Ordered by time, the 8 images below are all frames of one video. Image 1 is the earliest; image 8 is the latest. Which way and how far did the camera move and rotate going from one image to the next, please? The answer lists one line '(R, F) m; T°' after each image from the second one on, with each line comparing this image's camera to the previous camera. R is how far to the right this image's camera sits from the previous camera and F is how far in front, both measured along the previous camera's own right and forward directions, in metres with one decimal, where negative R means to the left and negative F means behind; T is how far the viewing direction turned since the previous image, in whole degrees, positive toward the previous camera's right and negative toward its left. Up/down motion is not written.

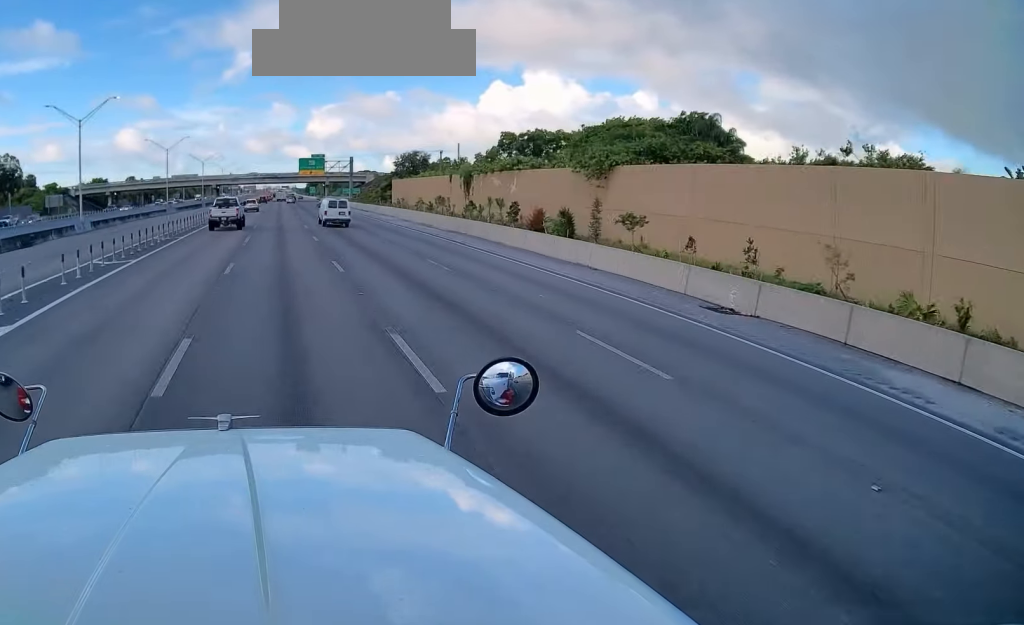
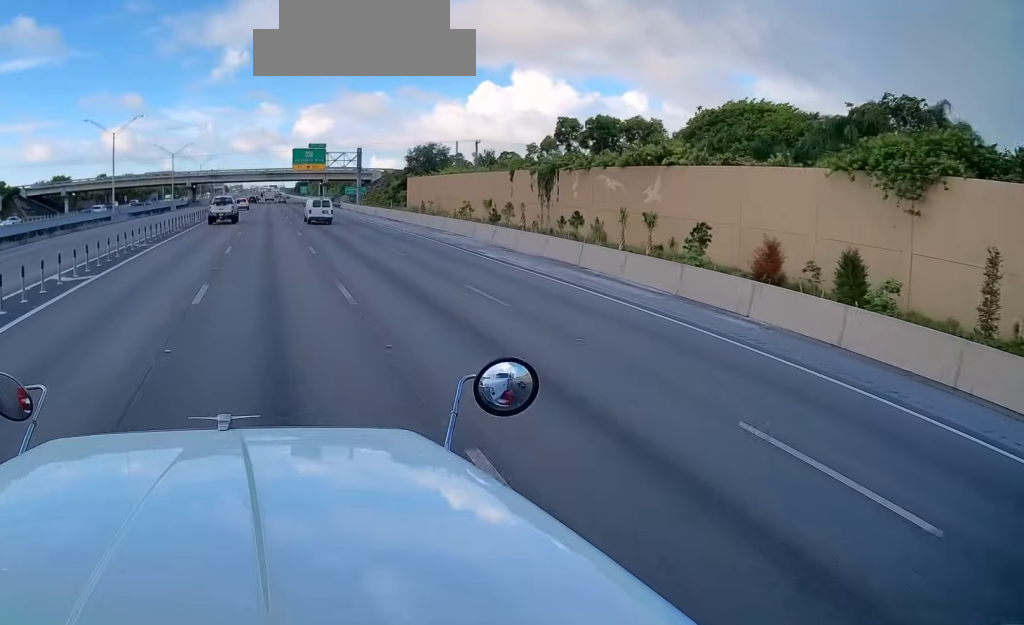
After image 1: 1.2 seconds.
(0.0, +33.7) m; 0°
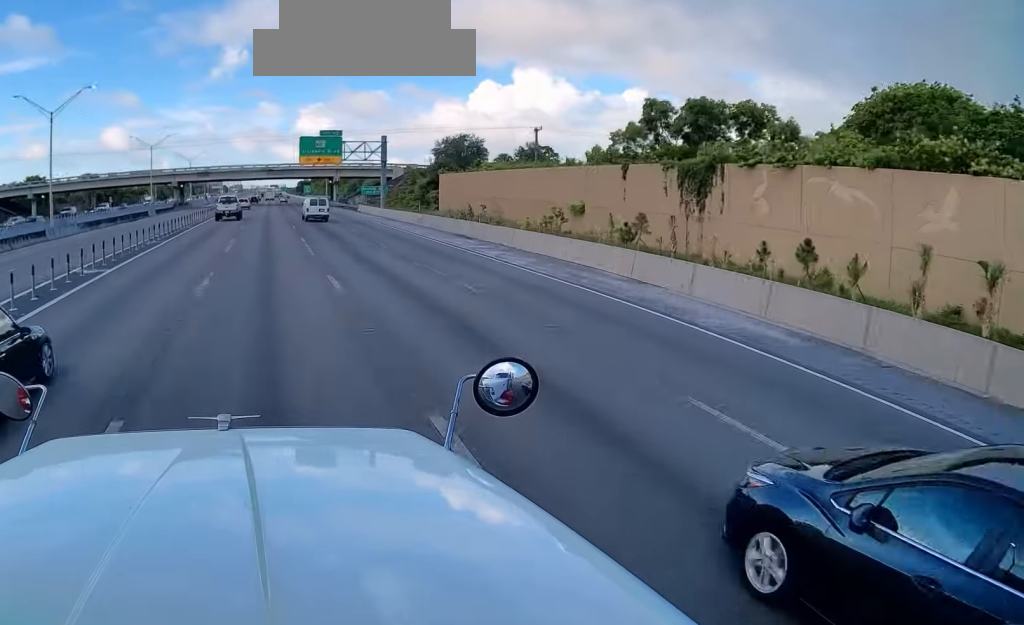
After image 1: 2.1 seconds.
(+0.1, +25.1) m; 0°
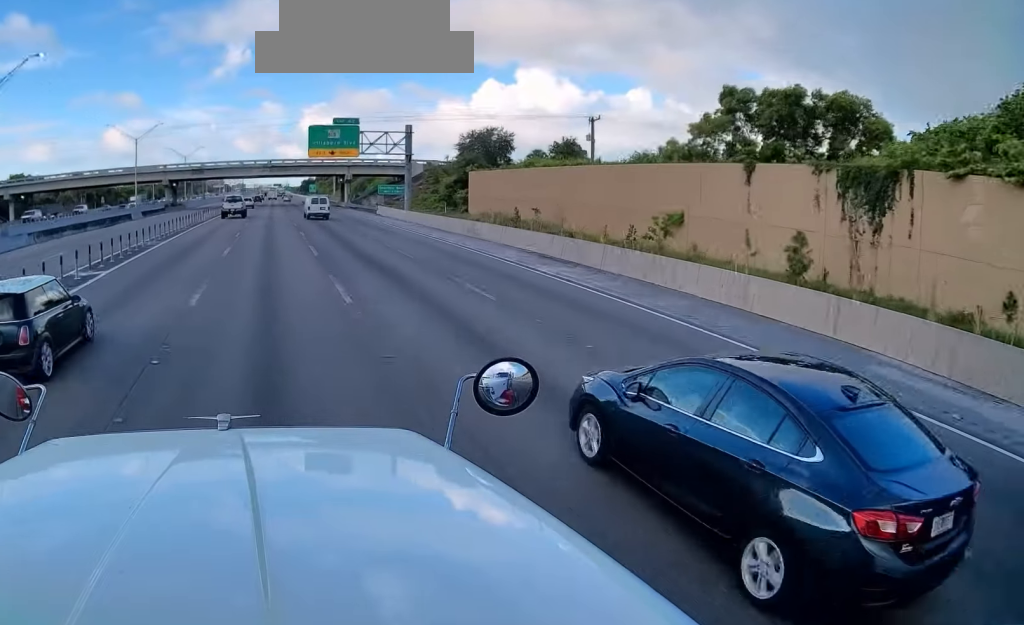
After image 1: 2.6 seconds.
(0.0, +13.9) m; 0°
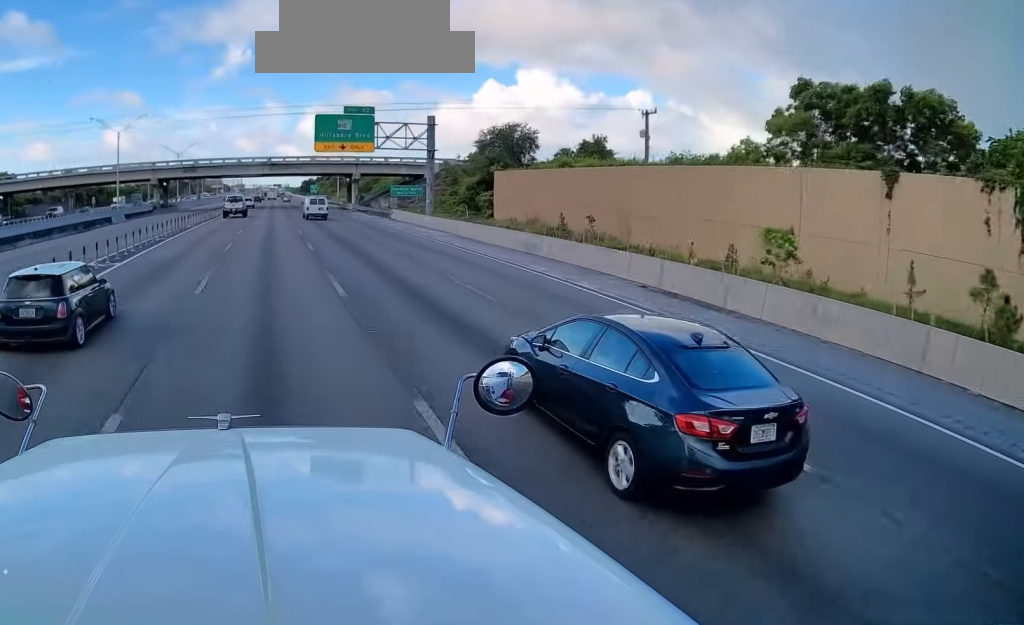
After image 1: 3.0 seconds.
(0.0, +11.2) m; 0°
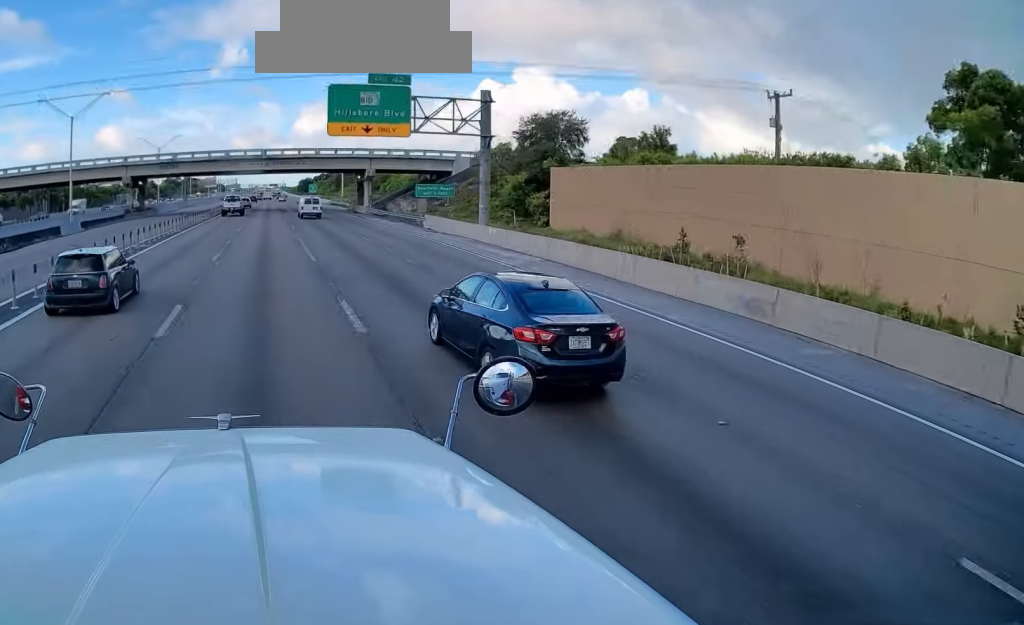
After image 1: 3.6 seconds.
(+0.1, +18.3) m; 0°
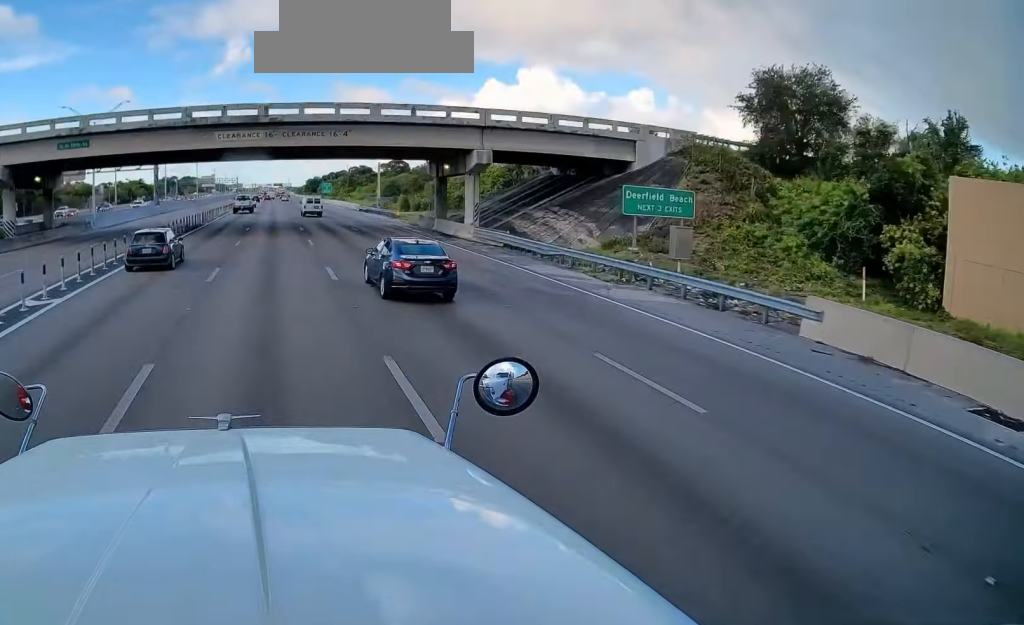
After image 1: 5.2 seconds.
(+0.3, +42.8) m; 0°
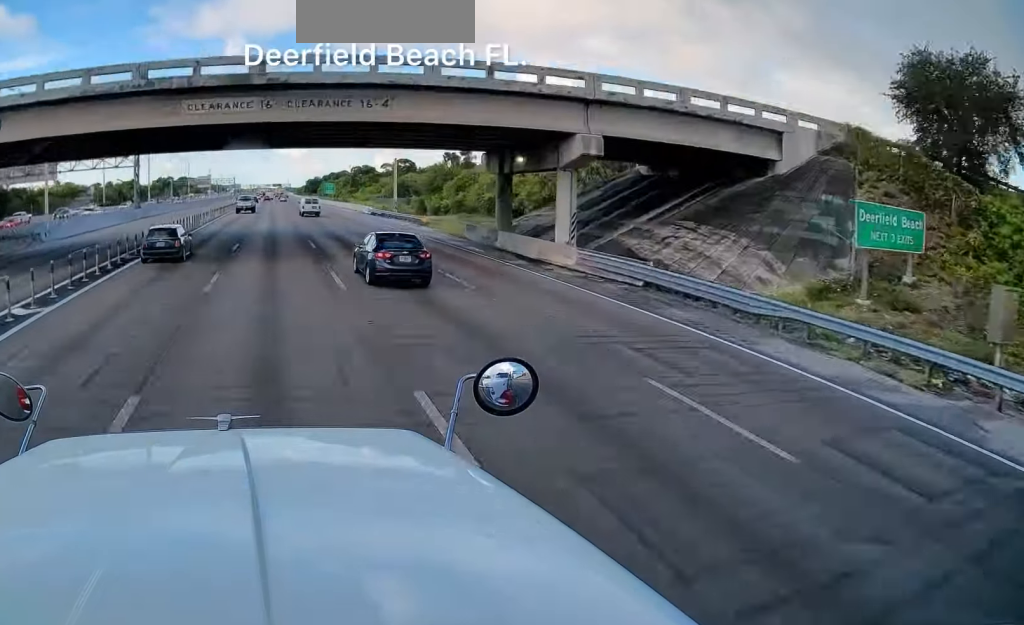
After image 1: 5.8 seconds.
(0.0, +14.2) m; 0°
